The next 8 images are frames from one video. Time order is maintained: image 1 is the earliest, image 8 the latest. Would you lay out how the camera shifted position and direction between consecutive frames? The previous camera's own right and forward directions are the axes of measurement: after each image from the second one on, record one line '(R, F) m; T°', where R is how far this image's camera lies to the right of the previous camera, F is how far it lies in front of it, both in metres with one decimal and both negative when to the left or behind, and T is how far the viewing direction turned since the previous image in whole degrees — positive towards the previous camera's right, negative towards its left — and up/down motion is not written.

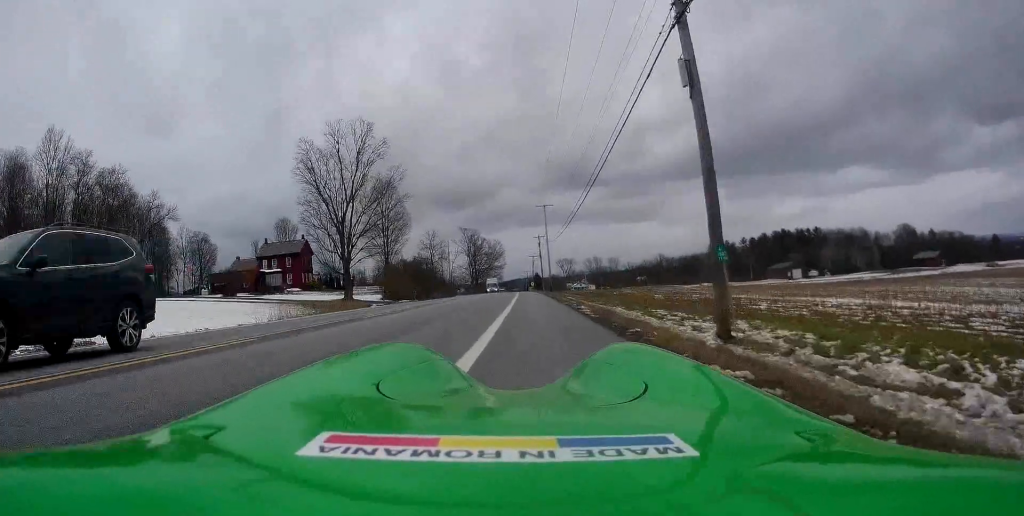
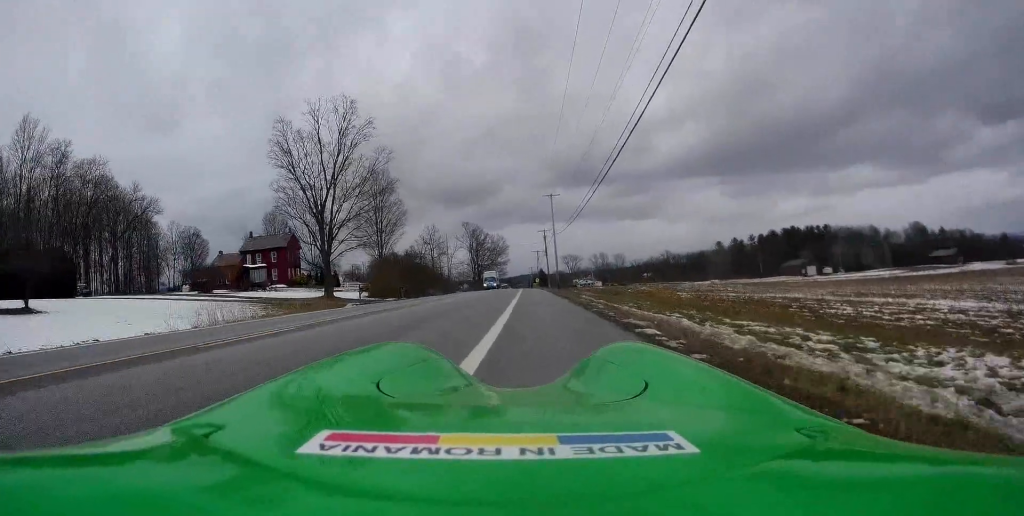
(-0.3, +8.1) m; -1°
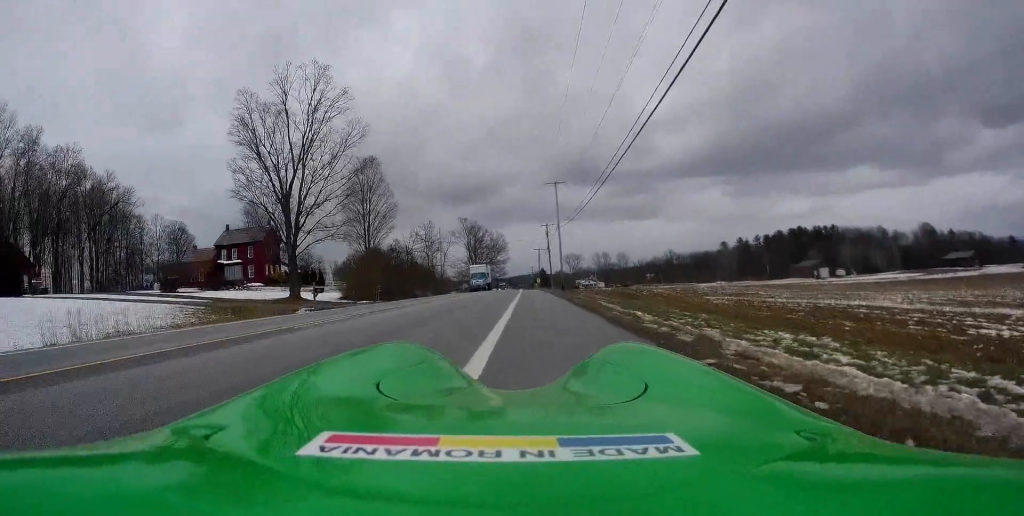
(+0.1, +8.6) m; +2°
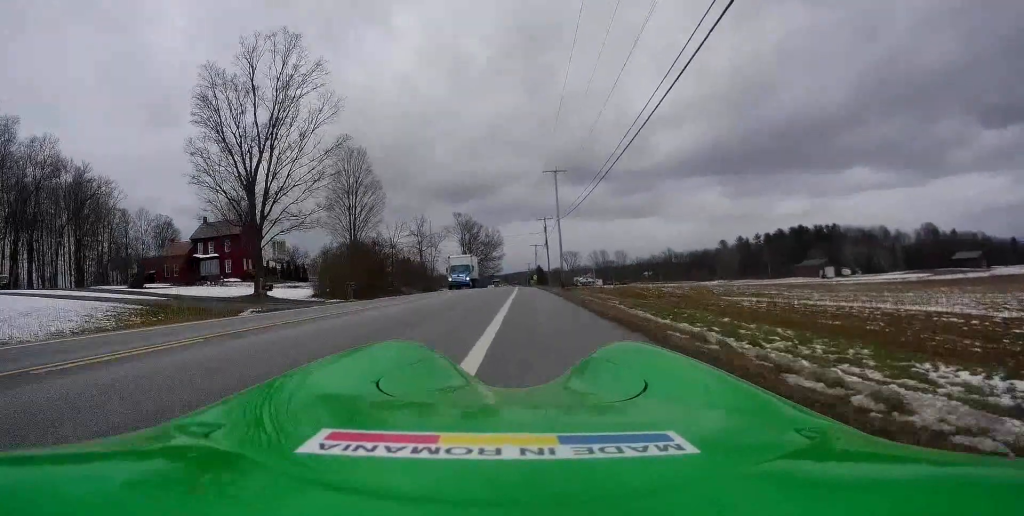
(+0.1, +6.2) m; +1°
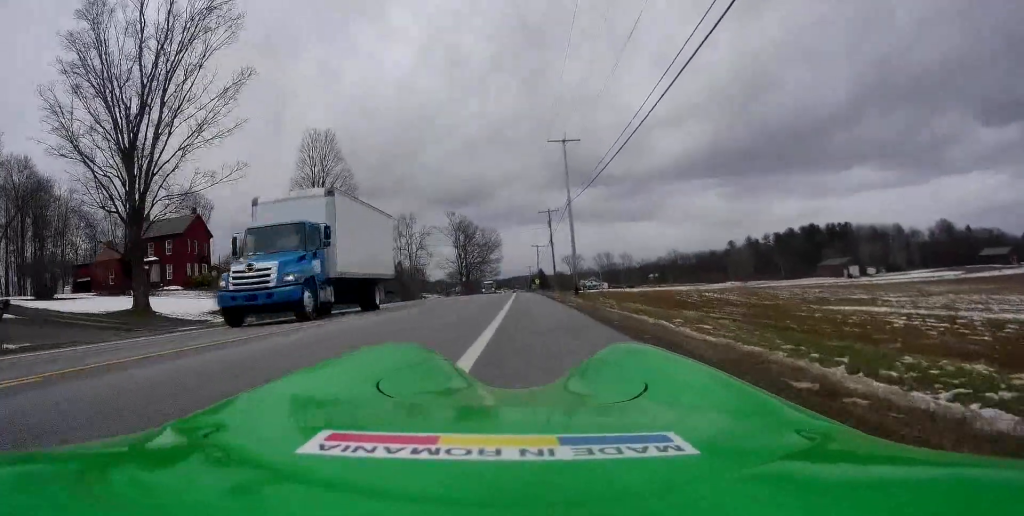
(0.0, +14.8) m; -1°
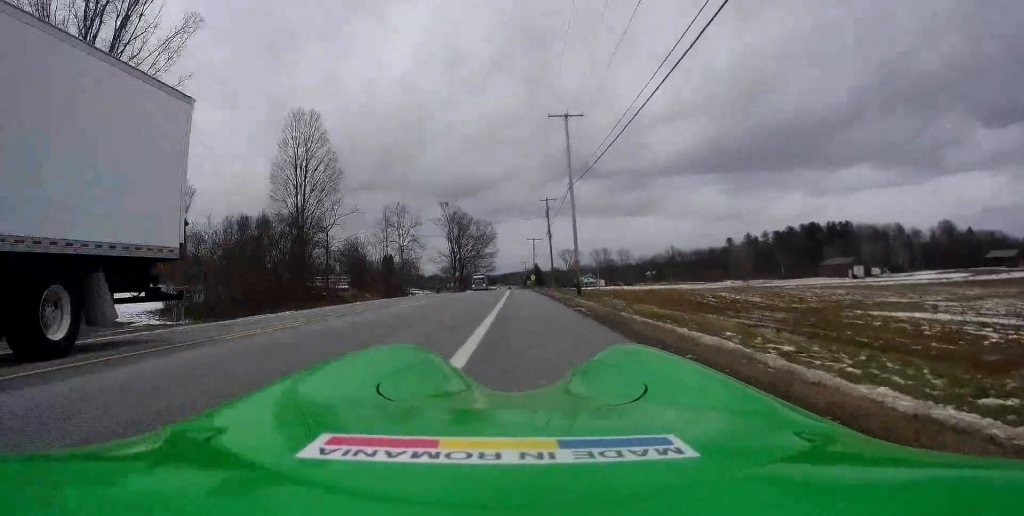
(0.0, +5.3) m; -1°
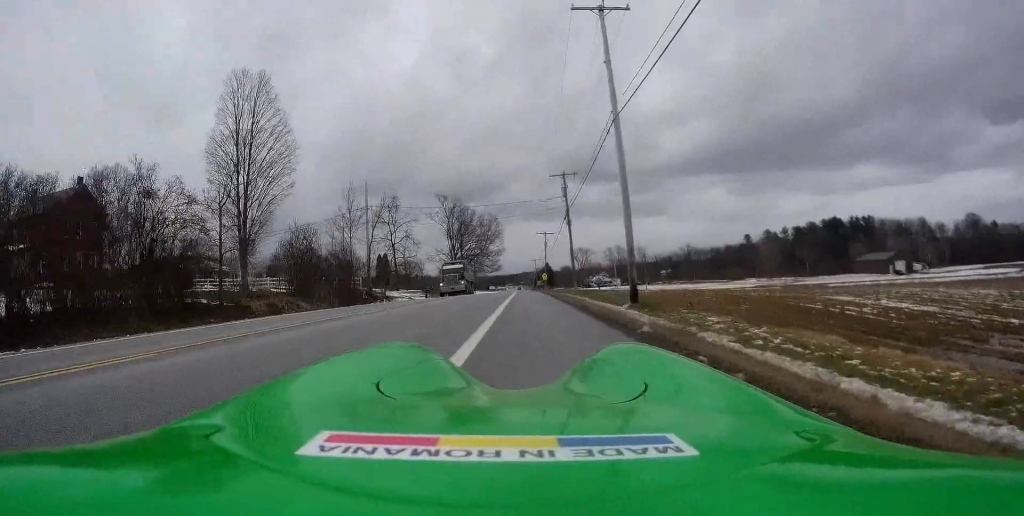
(-0.2, +16.9) m; -1°
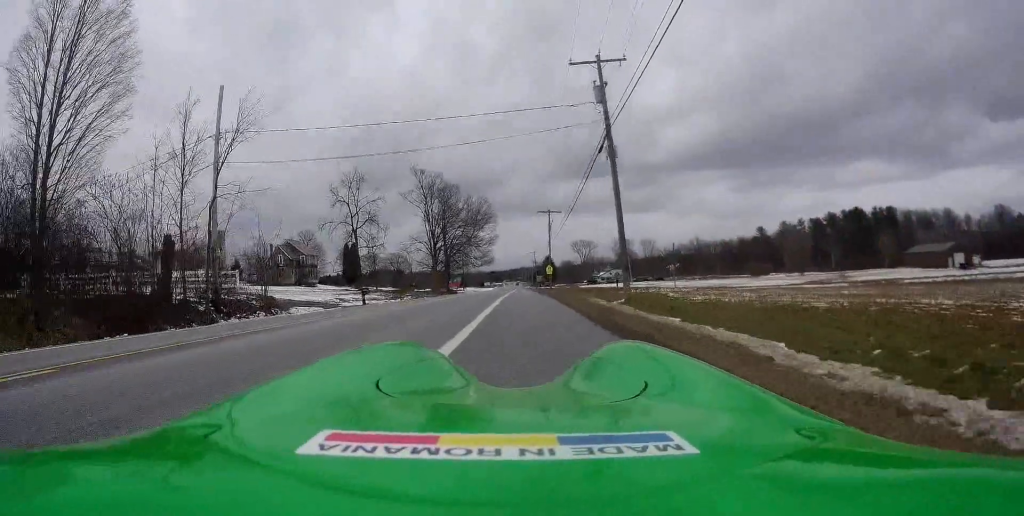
(+0.5, +25.8) m; +1°
